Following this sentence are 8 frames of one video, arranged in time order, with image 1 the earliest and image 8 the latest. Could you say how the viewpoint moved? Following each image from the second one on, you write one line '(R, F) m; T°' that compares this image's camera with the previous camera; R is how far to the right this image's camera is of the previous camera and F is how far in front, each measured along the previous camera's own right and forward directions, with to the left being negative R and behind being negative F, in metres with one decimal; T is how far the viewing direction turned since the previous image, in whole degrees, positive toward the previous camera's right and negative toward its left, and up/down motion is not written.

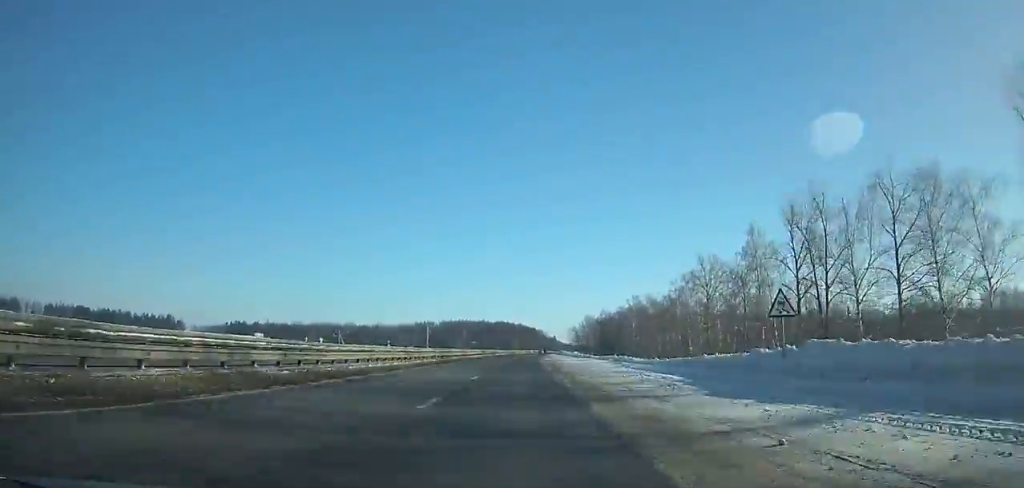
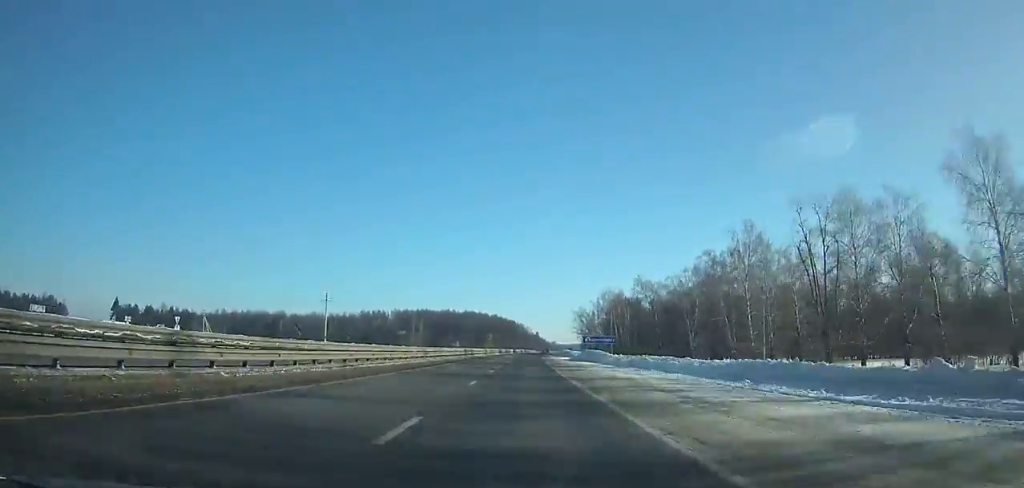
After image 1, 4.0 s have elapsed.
(+2.0, +111.2) m; +2°
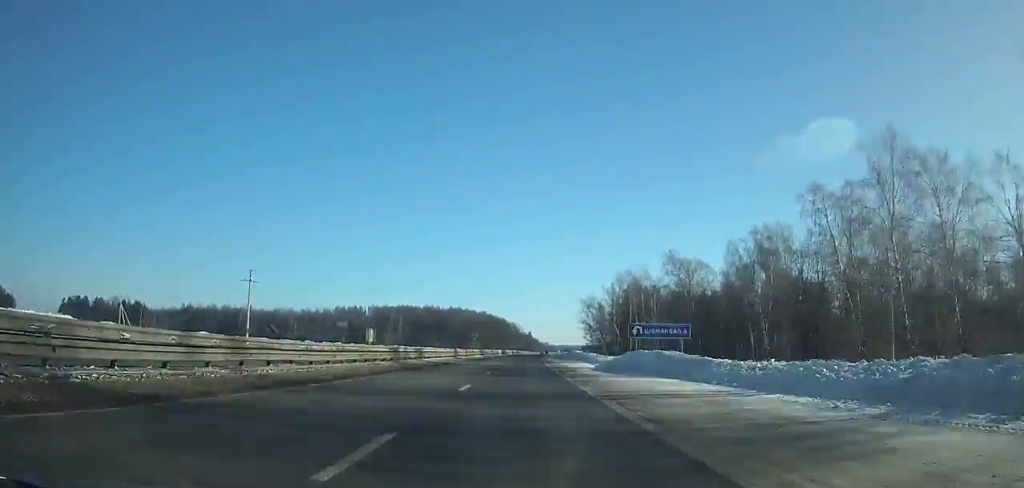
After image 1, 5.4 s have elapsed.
(0.0, +38.9) m; +1°
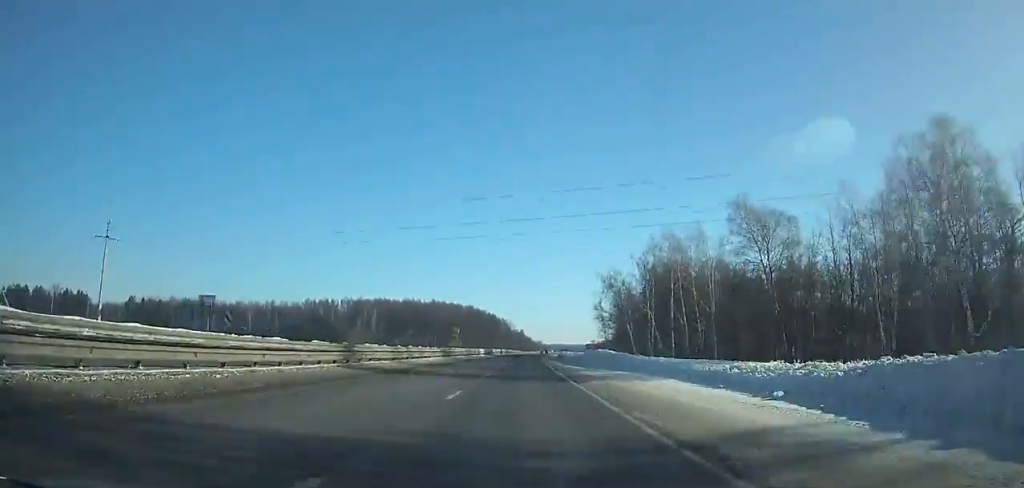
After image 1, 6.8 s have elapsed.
(+0.5, +38.8) m; +1°
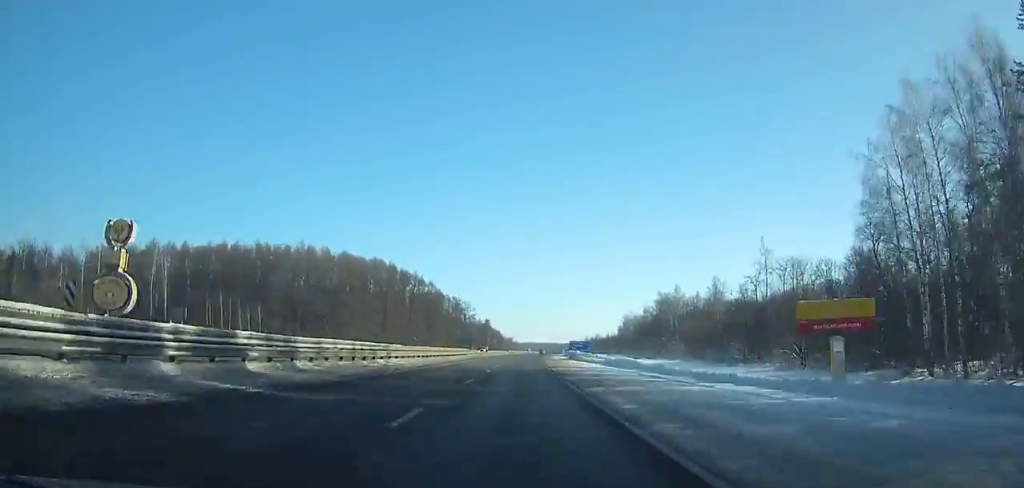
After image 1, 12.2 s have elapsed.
(+3.8, +149.2) m; +3°
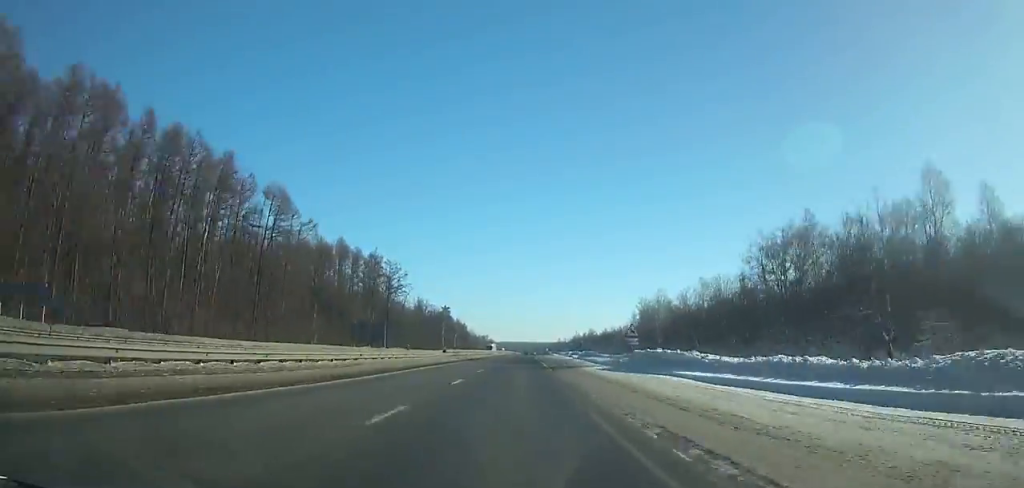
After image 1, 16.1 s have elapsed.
(+2.1, +107.9) m; +2°
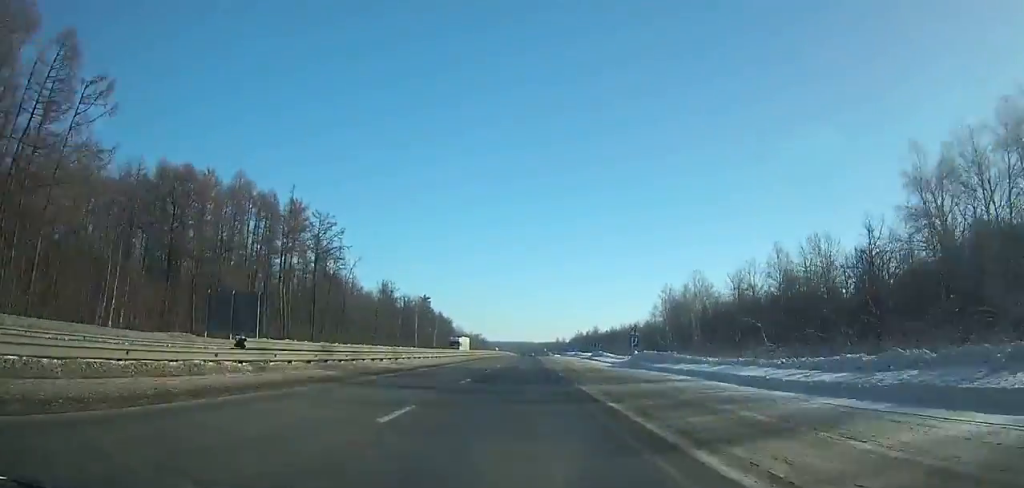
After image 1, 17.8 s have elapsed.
(+0.2, +47.2) m; +1°
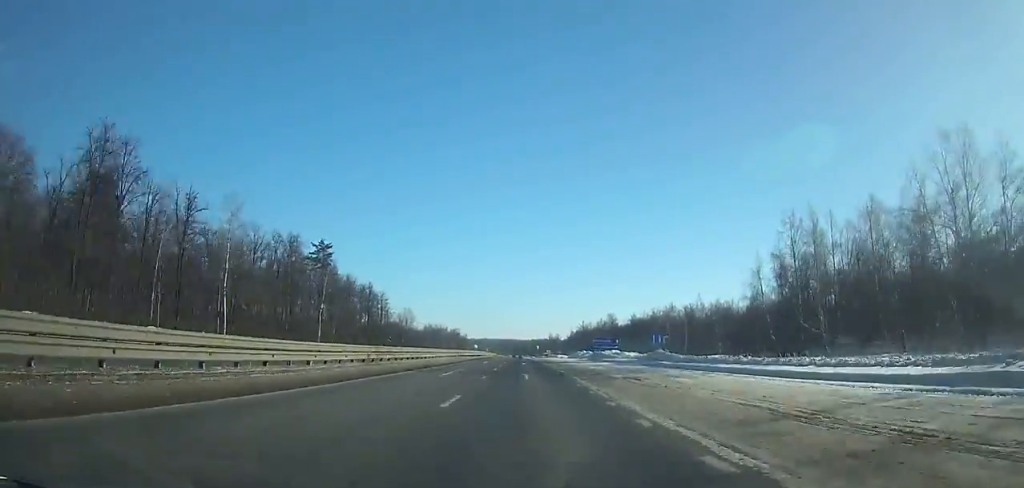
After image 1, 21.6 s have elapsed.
(+1.4, +106.0) m; +1°
